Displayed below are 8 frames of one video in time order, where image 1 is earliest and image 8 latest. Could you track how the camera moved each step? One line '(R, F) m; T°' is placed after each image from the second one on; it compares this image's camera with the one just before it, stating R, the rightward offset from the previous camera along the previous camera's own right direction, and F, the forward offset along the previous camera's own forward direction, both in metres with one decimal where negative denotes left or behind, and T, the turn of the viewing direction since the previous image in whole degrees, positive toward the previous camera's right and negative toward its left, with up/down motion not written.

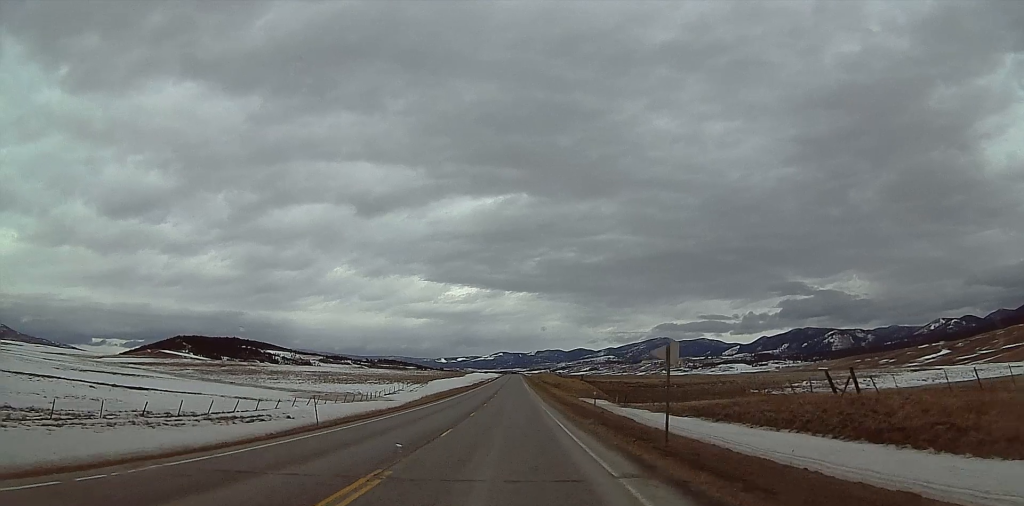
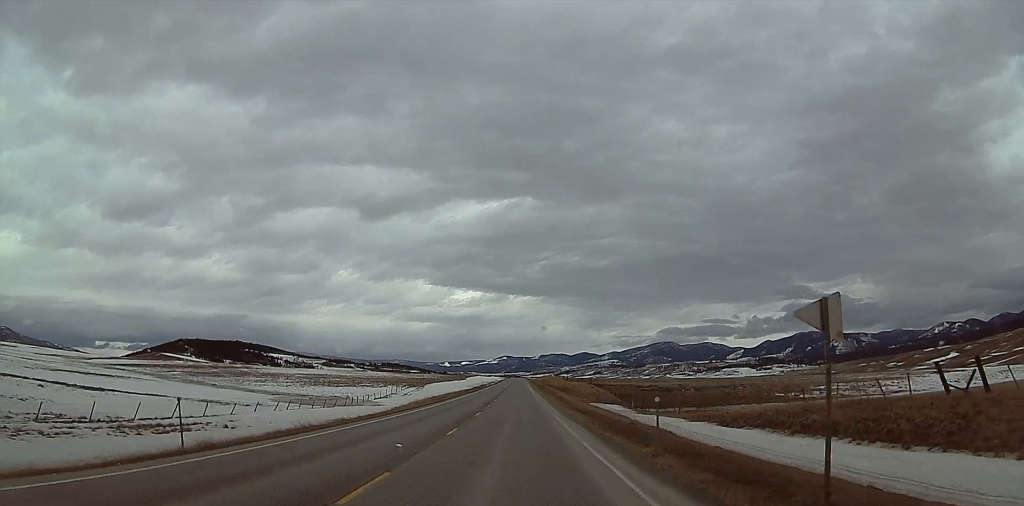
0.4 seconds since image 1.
(0.0, +11.5) m; 0°
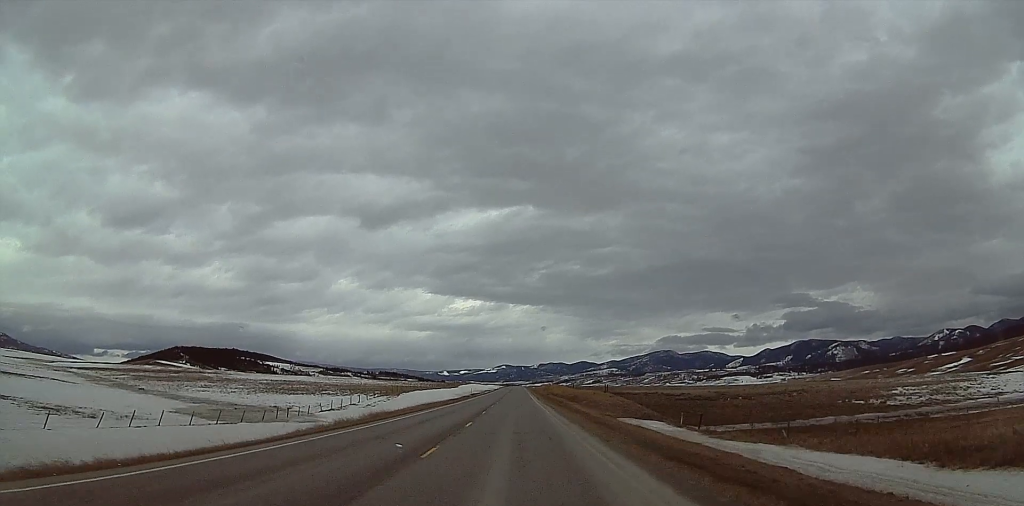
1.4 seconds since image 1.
(0.0, +29.6) m; 0°
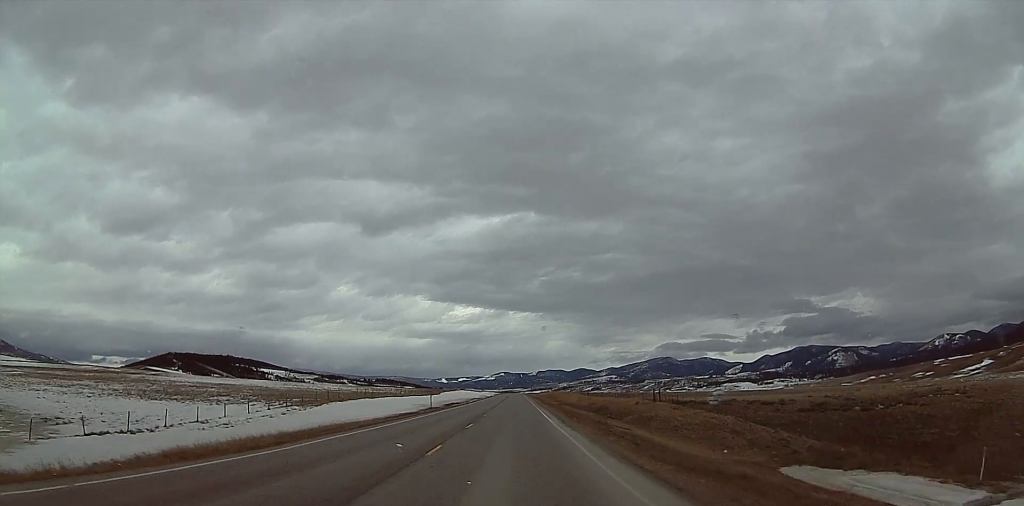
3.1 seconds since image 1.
(0.0, +46.8) m; 0°
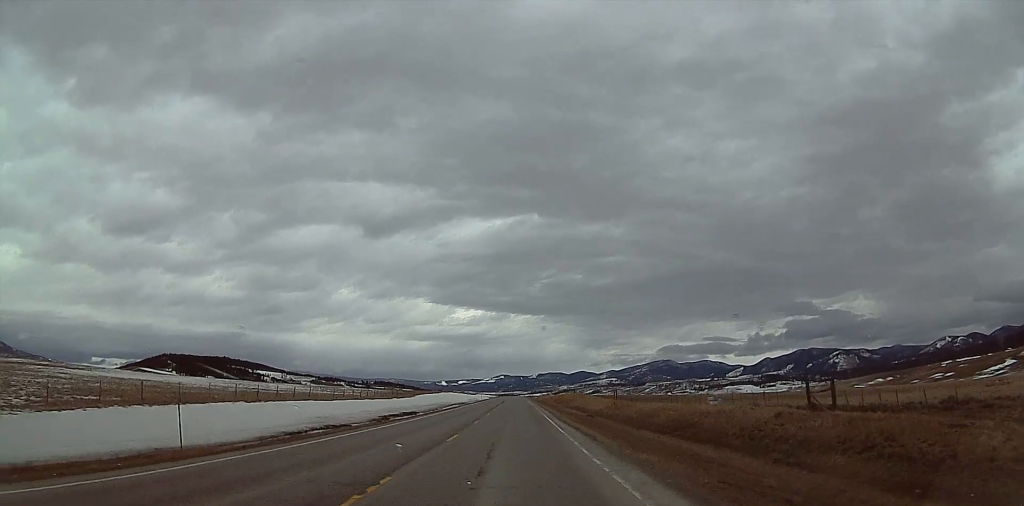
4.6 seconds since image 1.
(0.0, +44.4) m; -1°
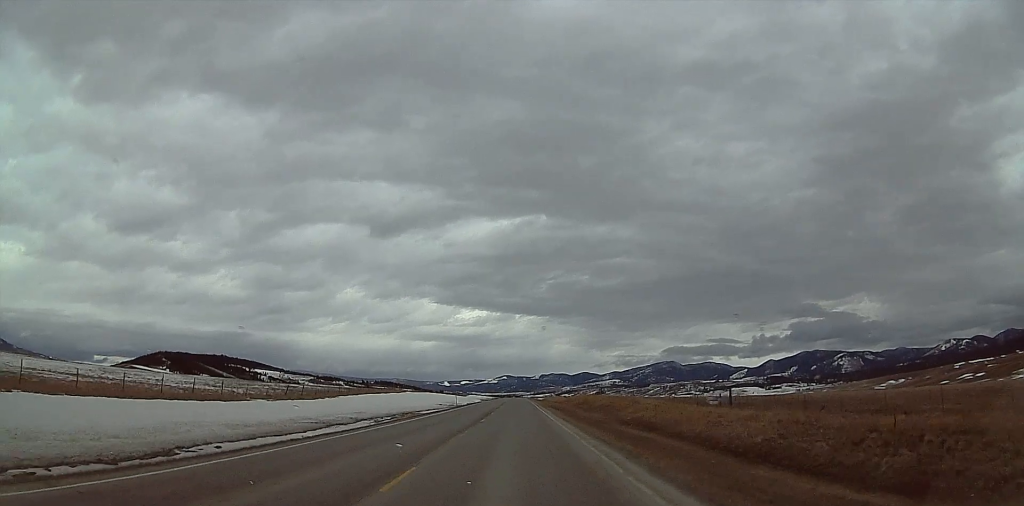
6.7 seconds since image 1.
(-0.4, +60.5) m; +1°
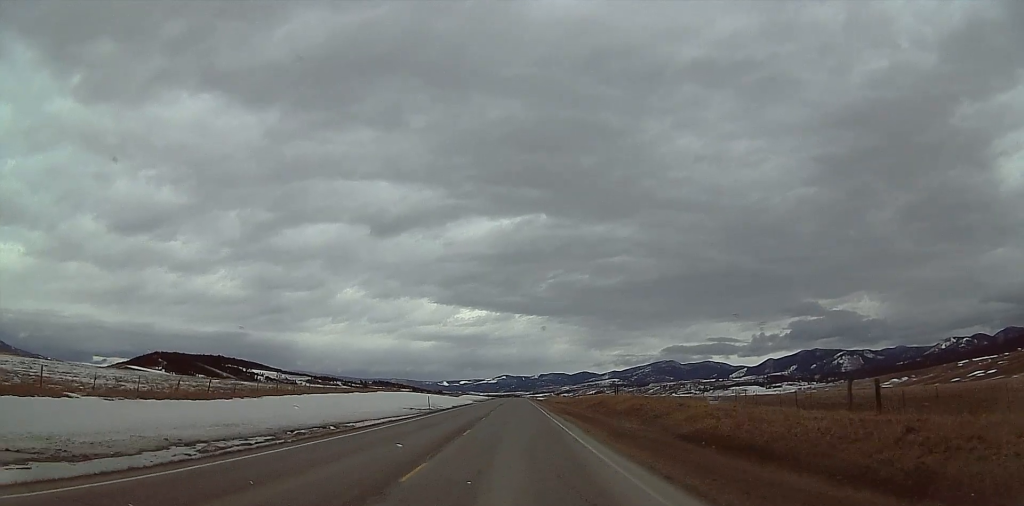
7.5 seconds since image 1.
(+0.1, +23.2) m; 0°
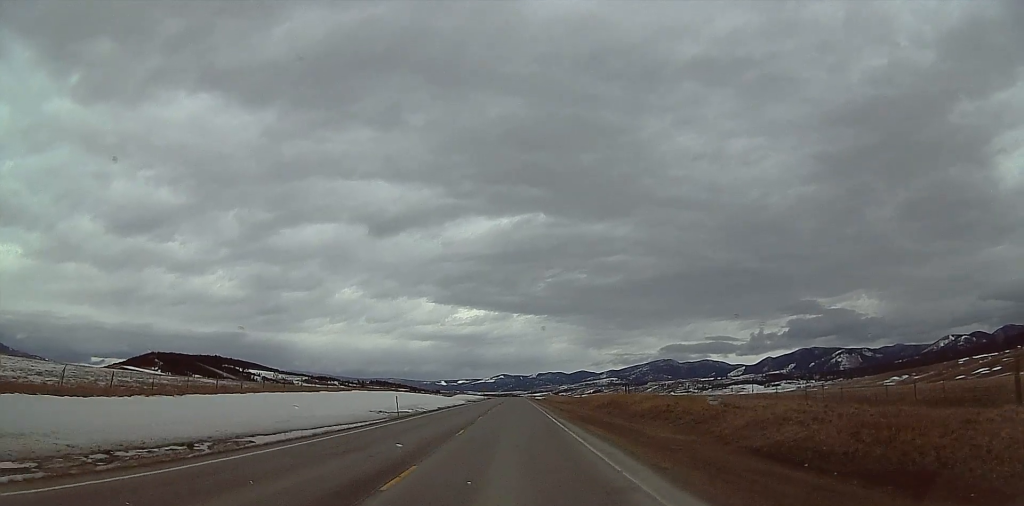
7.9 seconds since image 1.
(0.0, +13.5) m; 0°
